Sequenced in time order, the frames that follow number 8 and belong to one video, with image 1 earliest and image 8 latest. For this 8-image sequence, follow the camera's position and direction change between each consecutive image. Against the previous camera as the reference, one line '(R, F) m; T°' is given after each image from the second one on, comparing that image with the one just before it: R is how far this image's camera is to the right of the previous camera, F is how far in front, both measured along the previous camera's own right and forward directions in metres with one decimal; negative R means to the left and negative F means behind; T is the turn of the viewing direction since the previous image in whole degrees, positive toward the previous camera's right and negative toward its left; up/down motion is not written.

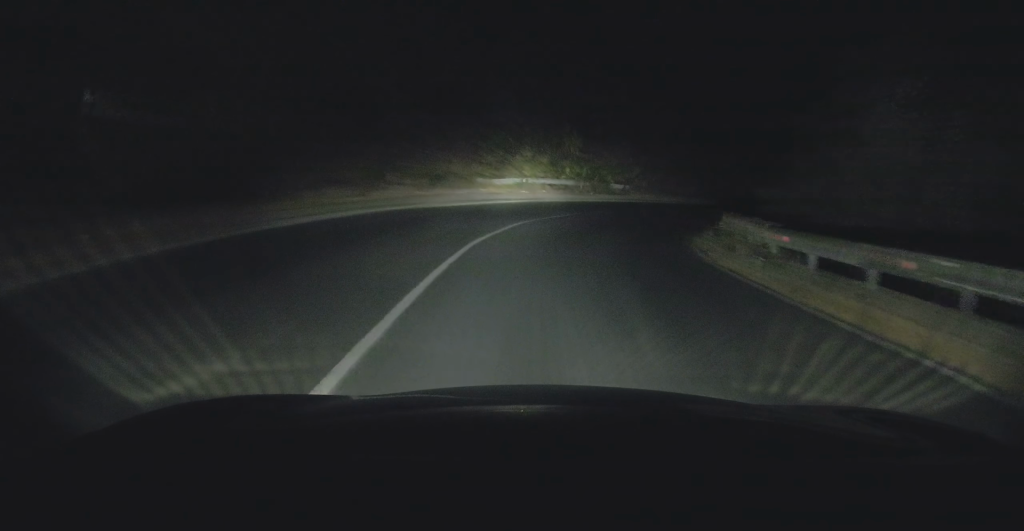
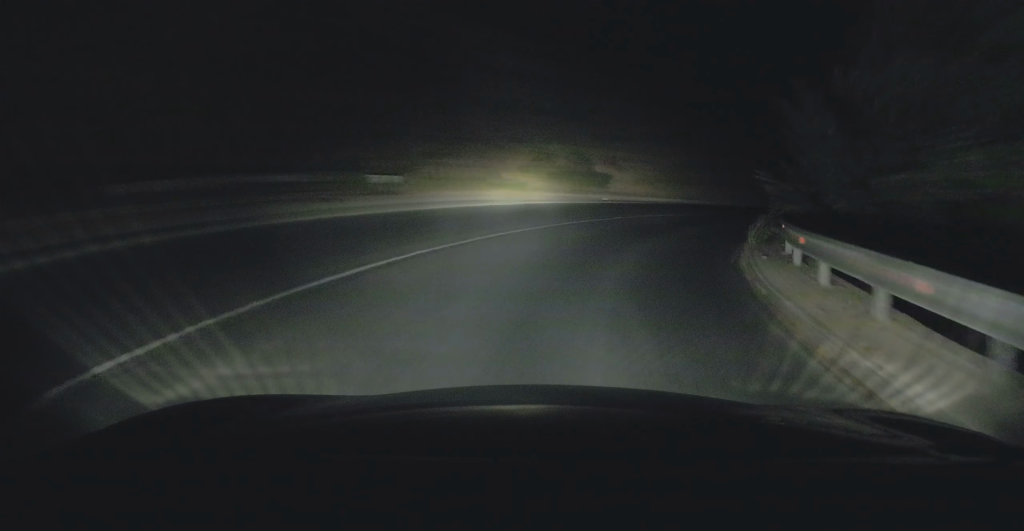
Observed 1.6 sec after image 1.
(+1.3, +20.7) m; +18°
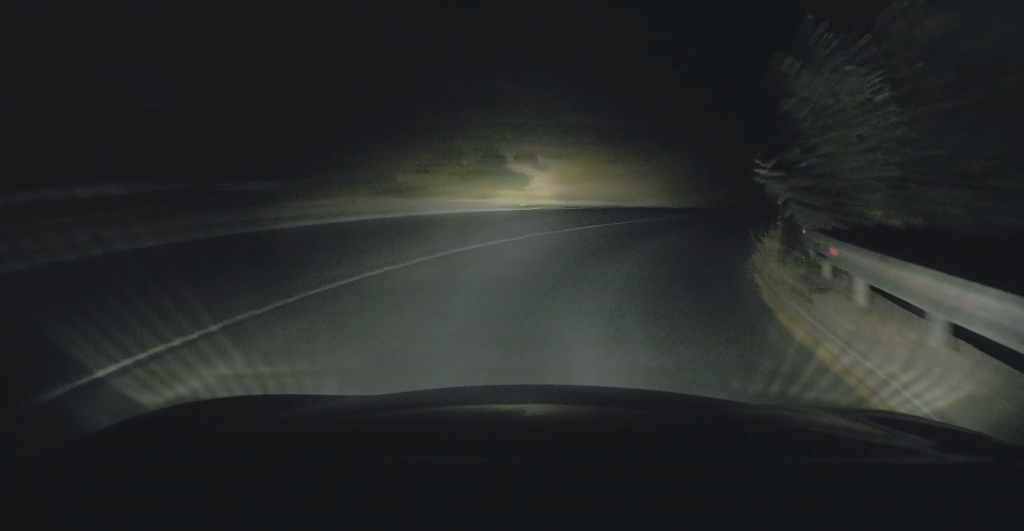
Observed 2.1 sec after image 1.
(+0.3, +5.7) m; +8°
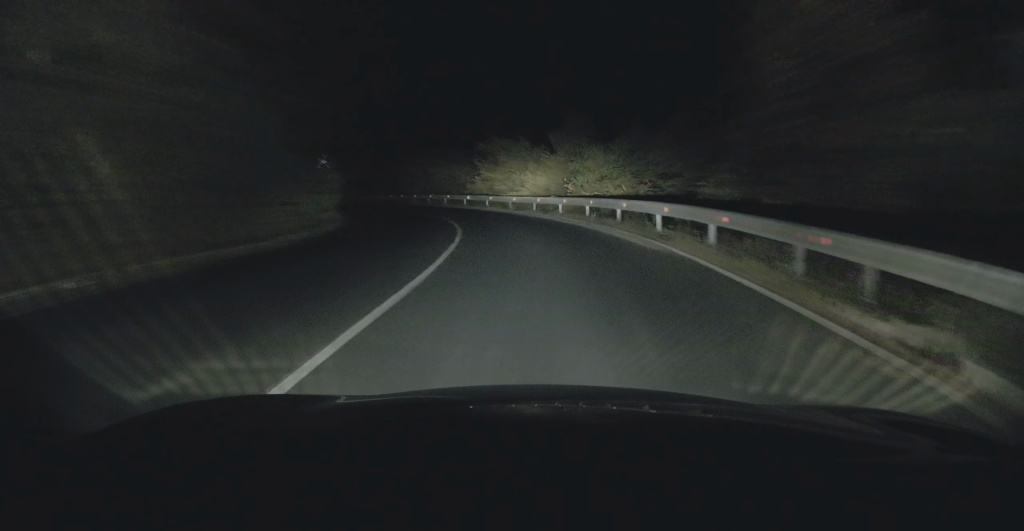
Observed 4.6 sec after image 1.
(+8.2, +28.6) m; +28°
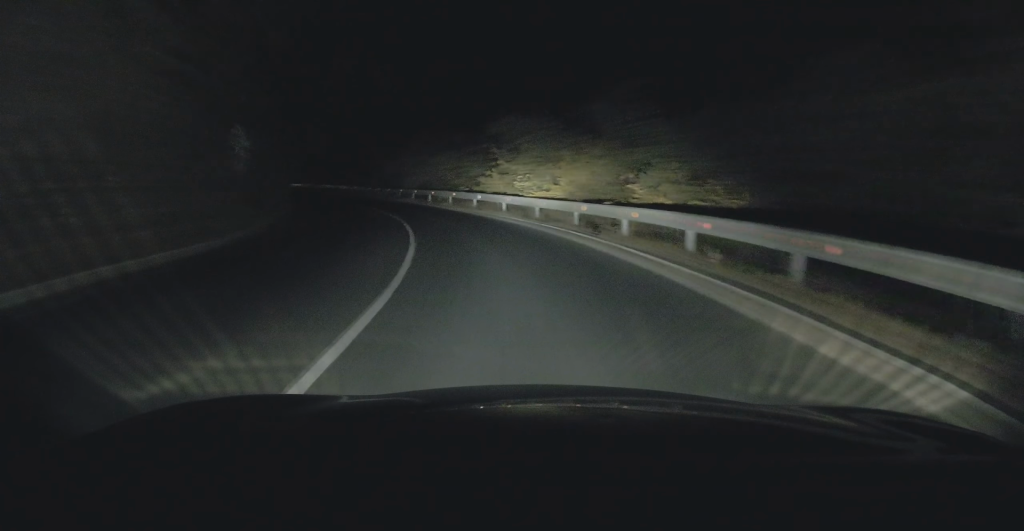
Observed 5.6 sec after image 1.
(+0.8, +12.5) m; +1°
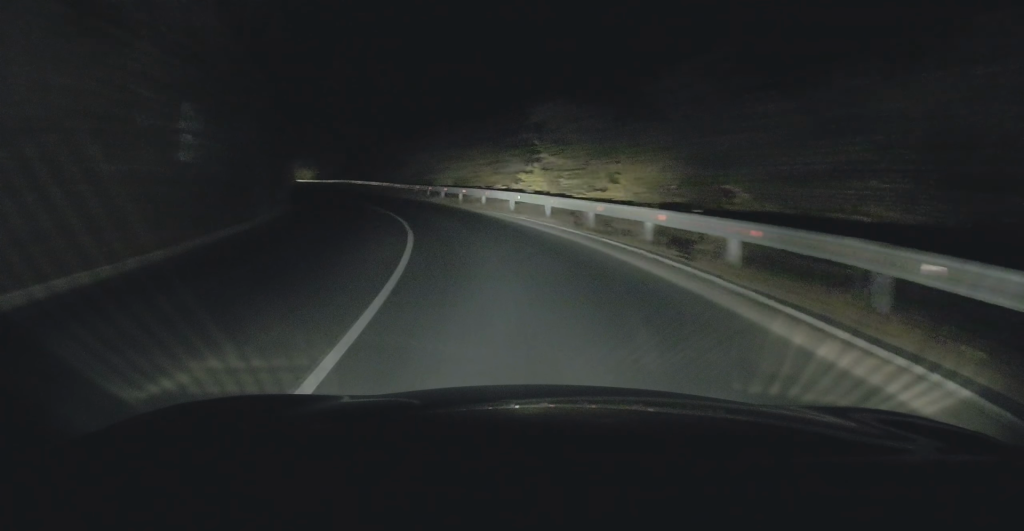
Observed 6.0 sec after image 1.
(+0.2, +5.4) m; -2°
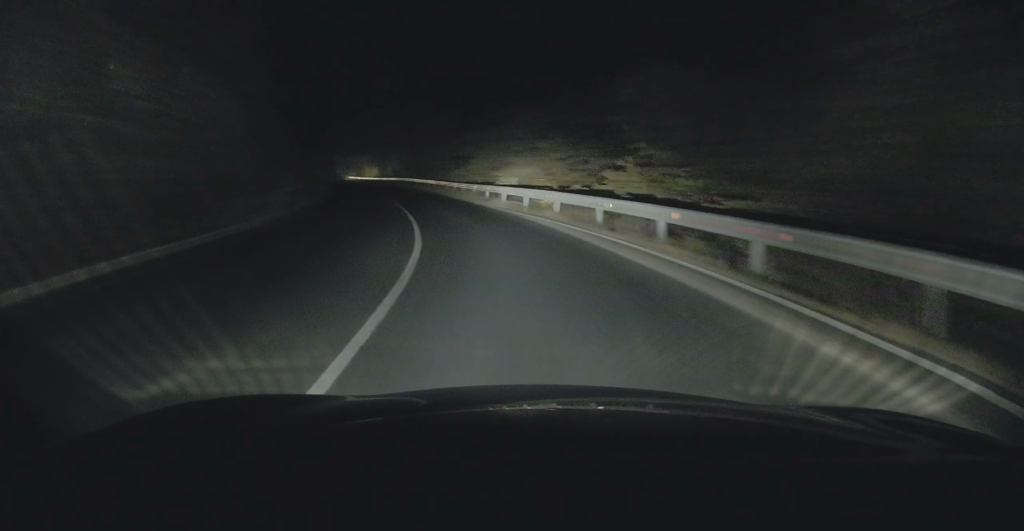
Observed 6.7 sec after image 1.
(-0.6, +7.6) m; -8°
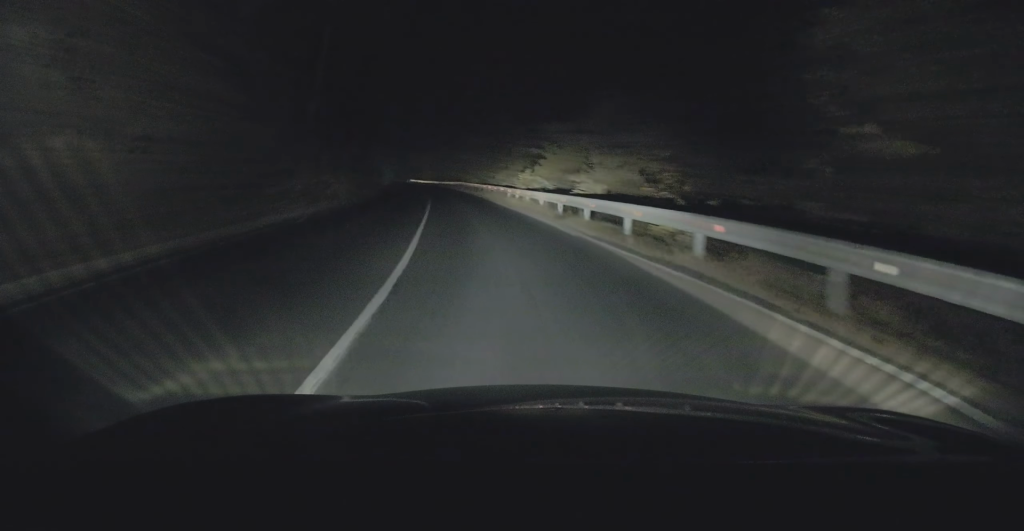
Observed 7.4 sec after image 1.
(-0.8, +9.2) m; -9°
